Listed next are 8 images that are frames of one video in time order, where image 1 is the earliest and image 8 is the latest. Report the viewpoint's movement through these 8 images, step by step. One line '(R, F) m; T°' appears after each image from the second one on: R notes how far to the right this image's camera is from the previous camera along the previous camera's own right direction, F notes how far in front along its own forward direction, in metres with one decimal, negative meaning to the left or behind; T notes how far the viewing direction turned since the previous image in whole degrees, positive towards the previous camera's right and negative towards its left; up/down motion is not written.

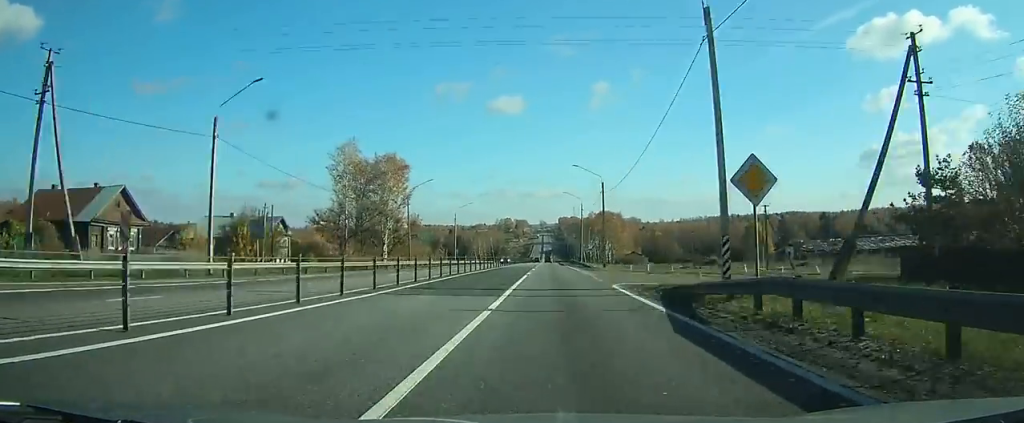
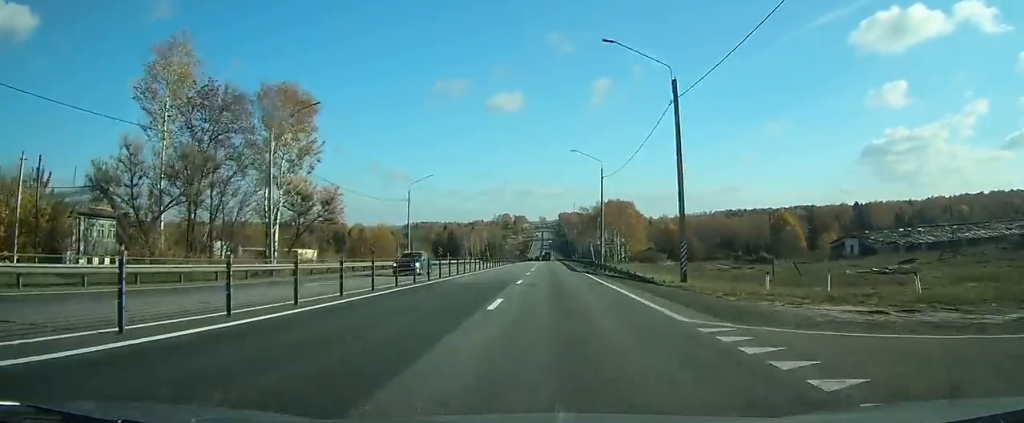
(+0.2, +36.4) m; +1°
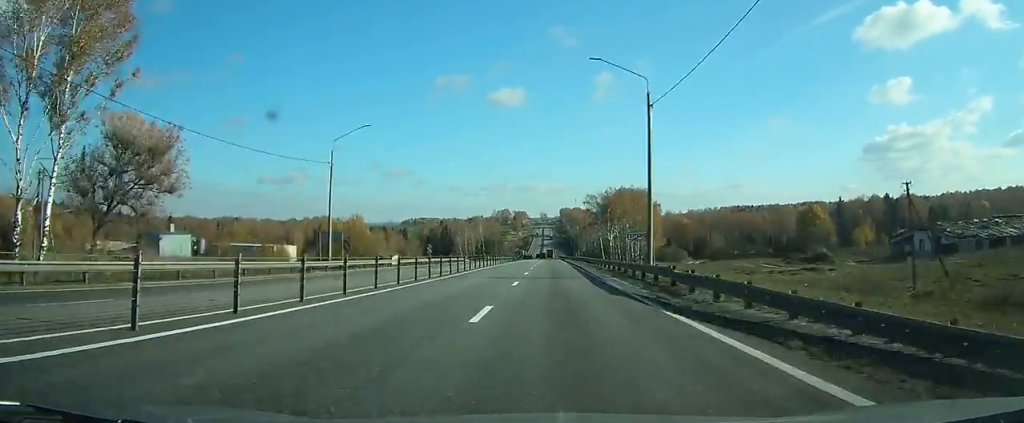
(0.0, +28.4) m; 0°
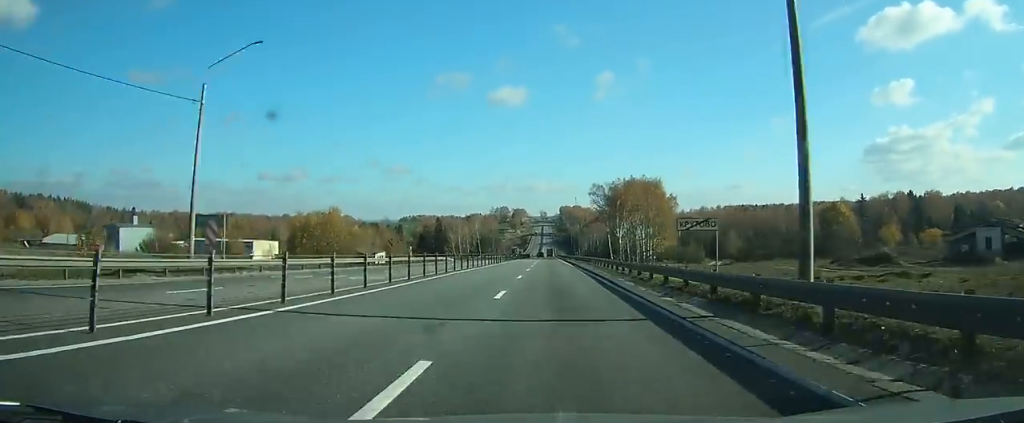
(+0.1, +19.8) m; 0°
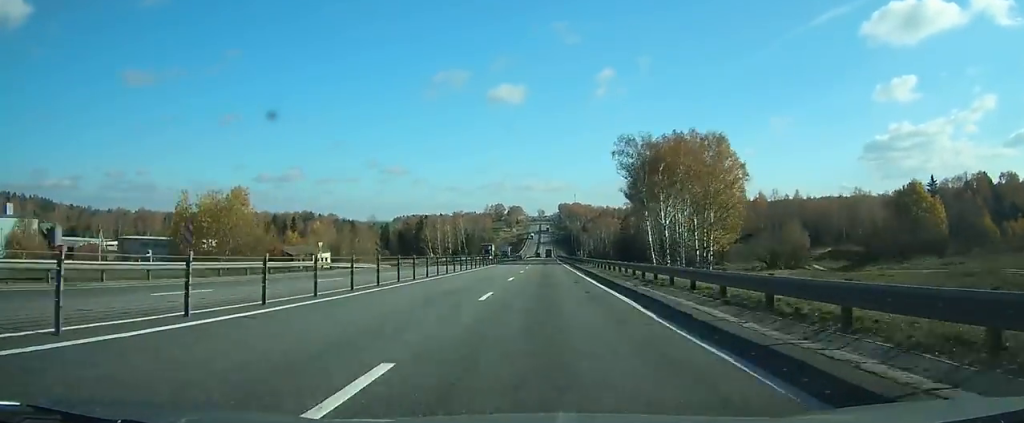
(+0.2, +49.0) m; 0°
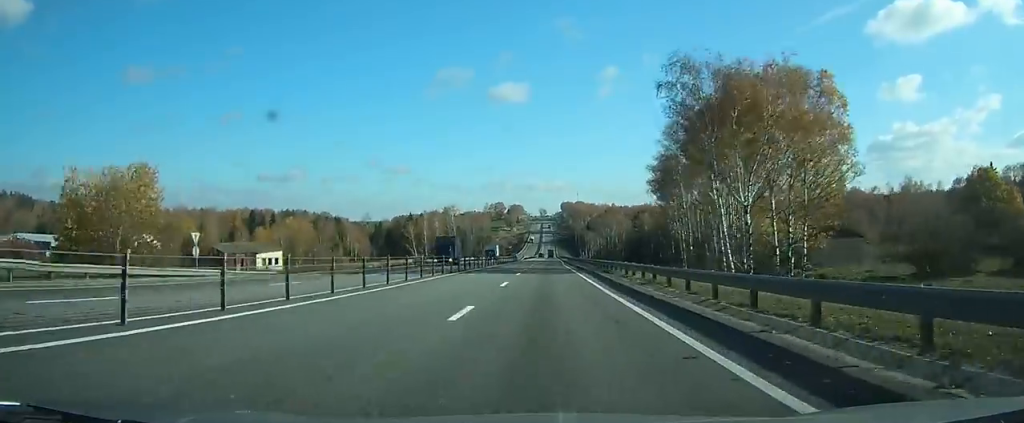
(0.0, +27.4) m; 0°
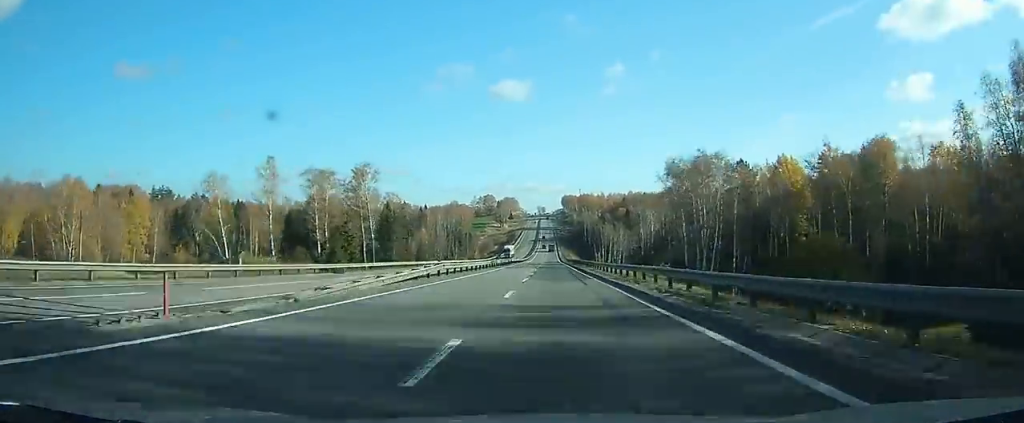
(-0.3, +106.1) m; 0°
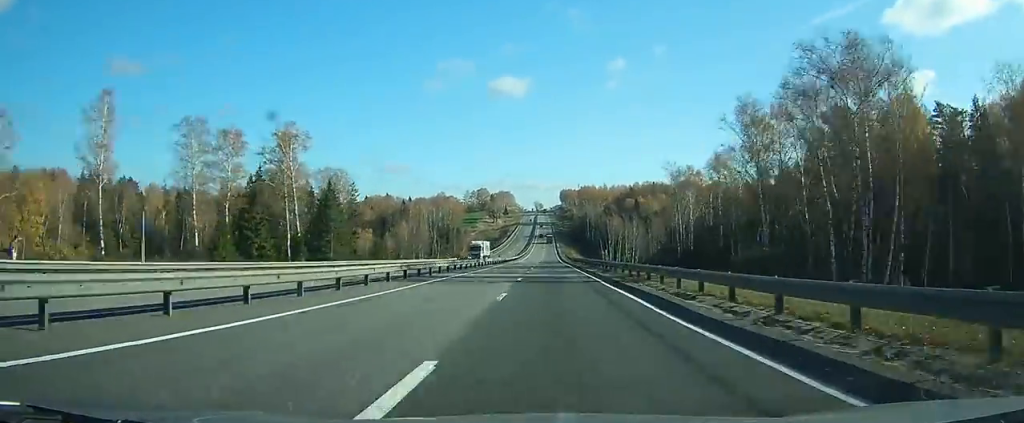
(+0.1, +39.4) m; 0°
